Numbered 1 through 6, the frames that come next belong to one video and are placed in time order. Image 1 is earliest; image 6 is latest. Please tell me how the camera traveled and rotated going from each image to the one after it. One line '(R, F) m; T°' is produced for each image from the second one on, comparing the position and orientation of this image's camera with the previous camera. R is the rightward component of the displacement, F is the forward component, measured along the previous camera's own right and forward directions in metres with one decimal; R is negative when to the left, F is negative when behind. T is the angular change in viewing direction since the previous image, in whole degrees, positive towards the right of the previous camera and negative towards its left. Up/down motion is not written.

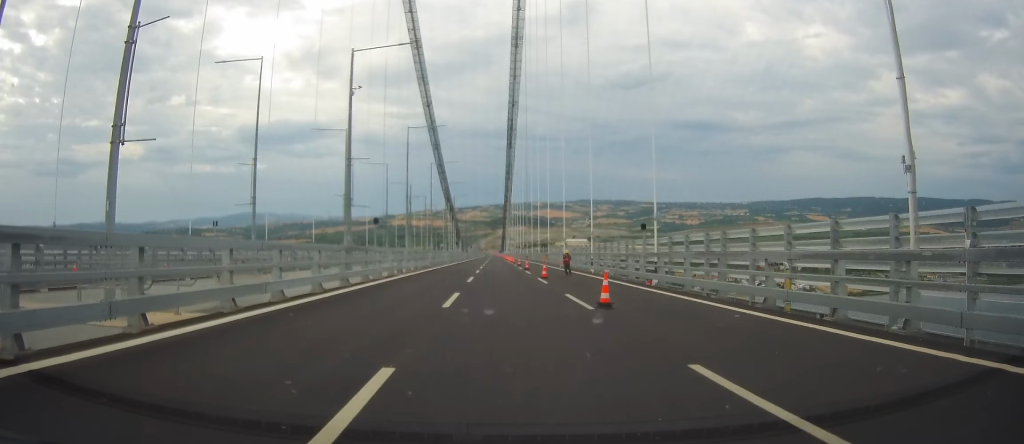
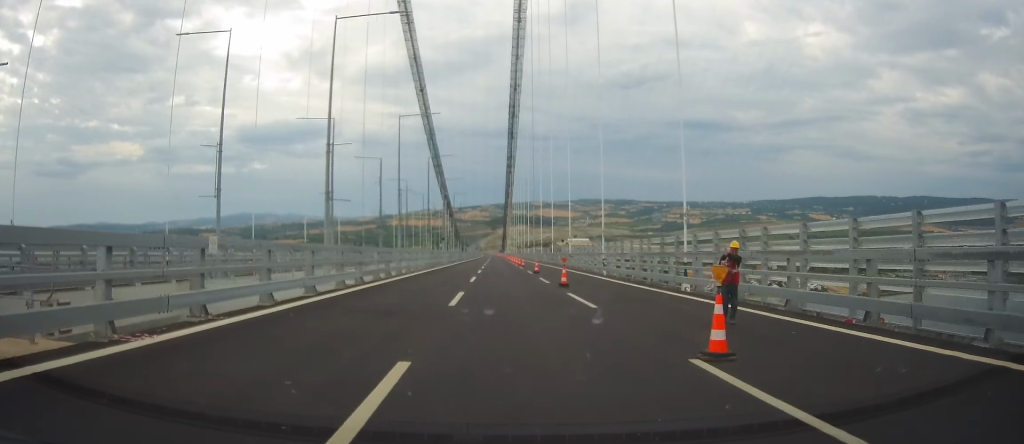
(-0.3, +29.6) m; 0°
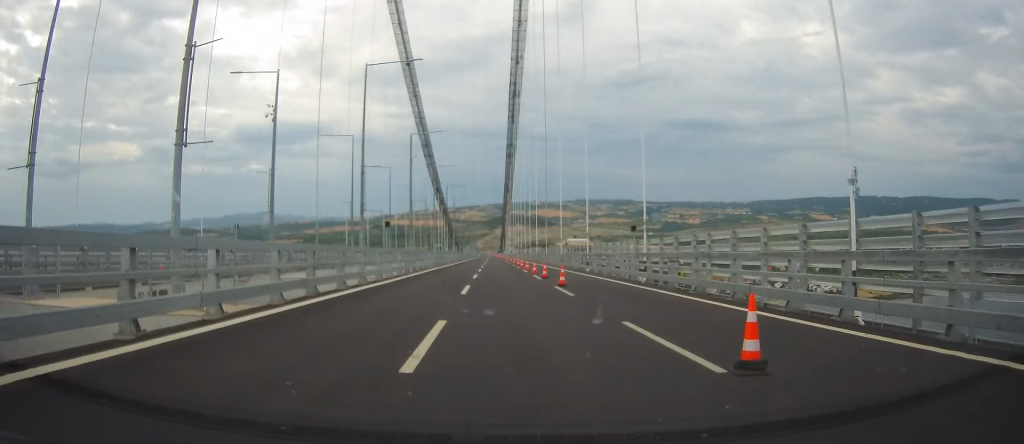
(+0.7, +40.6) m; +1°
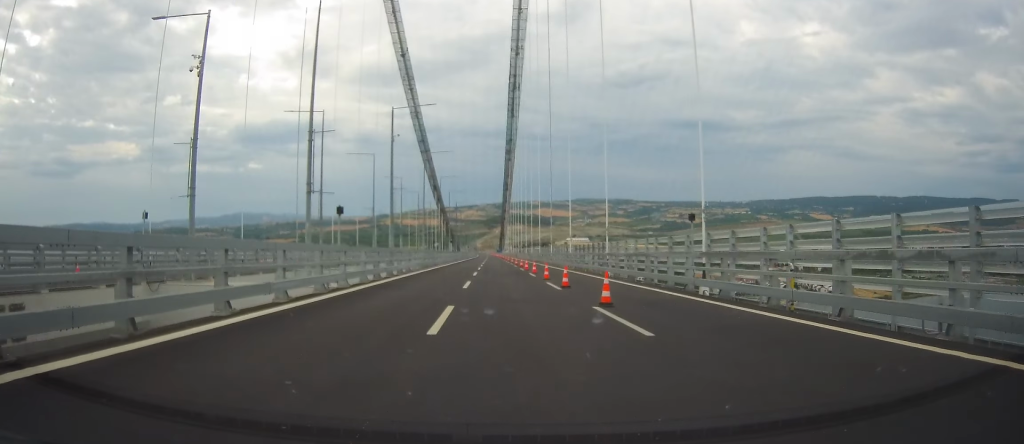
(+0.1, +11.6) m; -1°
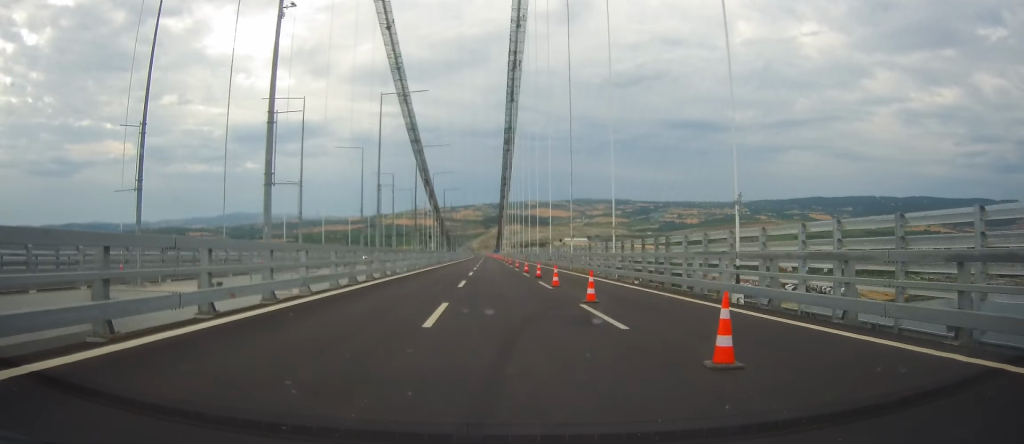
(-0.9, +28.6) m; 0°
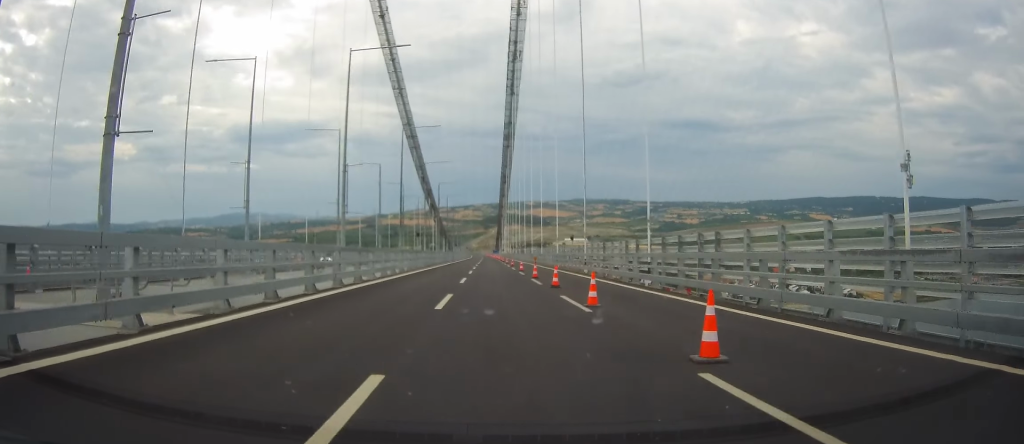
(0.0, +10.6) m; +1°
